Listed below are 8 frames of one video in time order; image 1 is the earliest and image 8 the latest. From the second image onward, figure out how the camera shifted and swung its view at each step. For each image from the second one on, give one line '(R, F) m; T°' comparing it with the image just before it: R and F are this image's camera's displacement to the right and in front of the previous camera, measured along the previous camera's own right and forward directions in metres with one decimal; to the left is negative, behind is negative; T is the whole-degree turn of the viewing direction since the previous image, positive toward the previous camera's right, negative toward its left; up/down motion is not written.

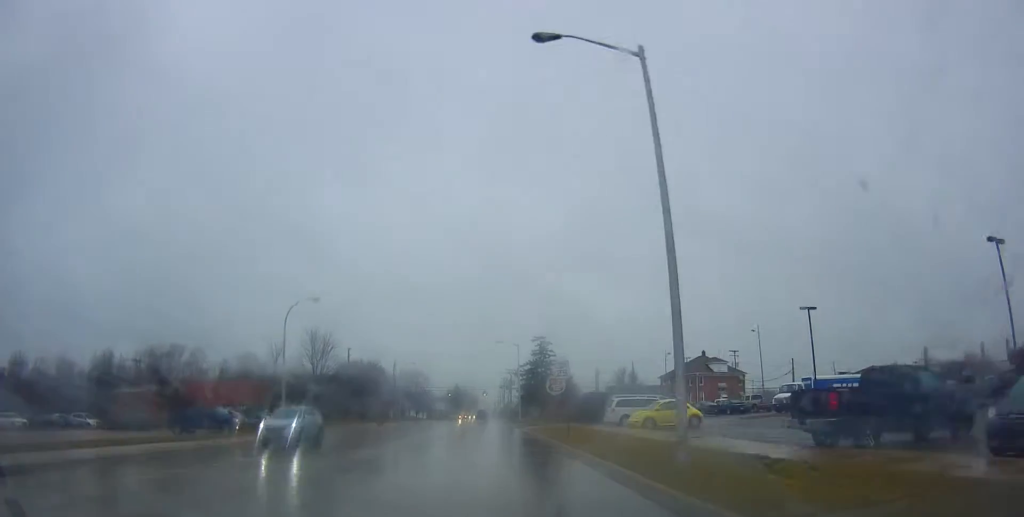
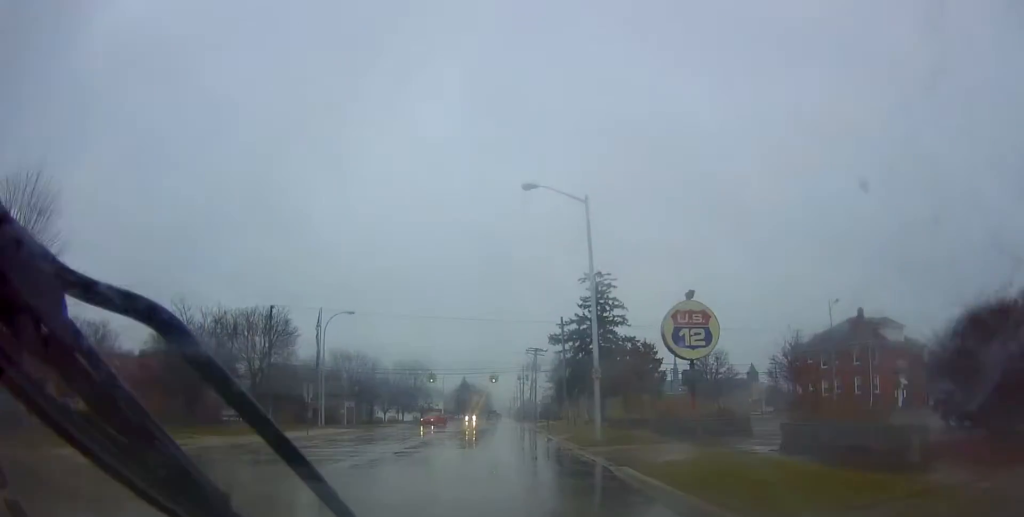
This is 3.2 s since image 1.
(+0.8, +47.0) m; 0°
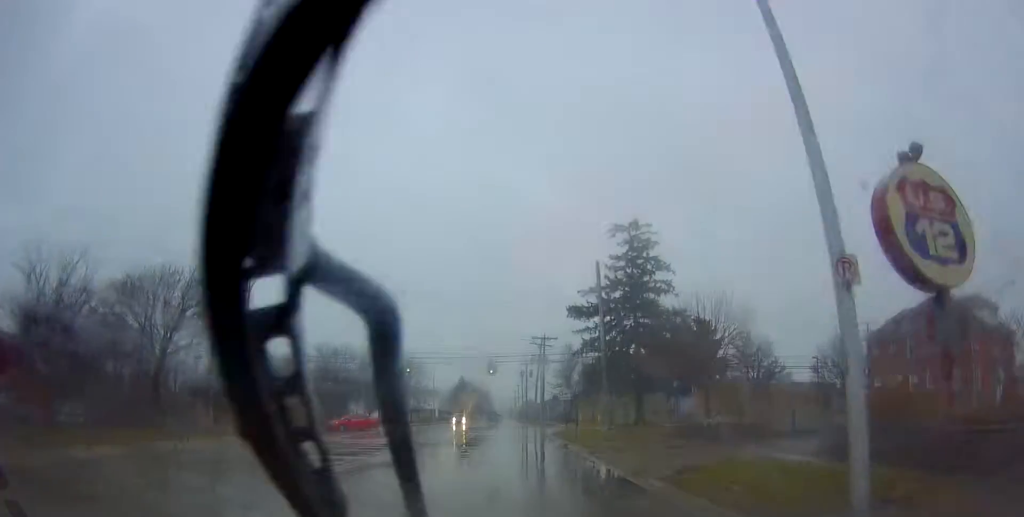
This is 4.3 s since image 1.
(-0.2, +15.1) m; +1°
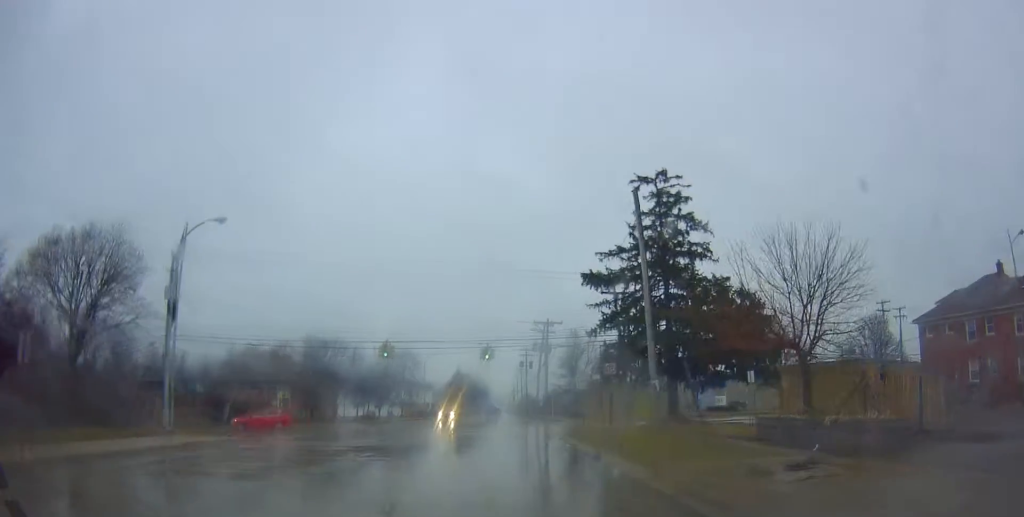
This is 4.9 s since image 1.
(+0.4, +7.9) m; -1°
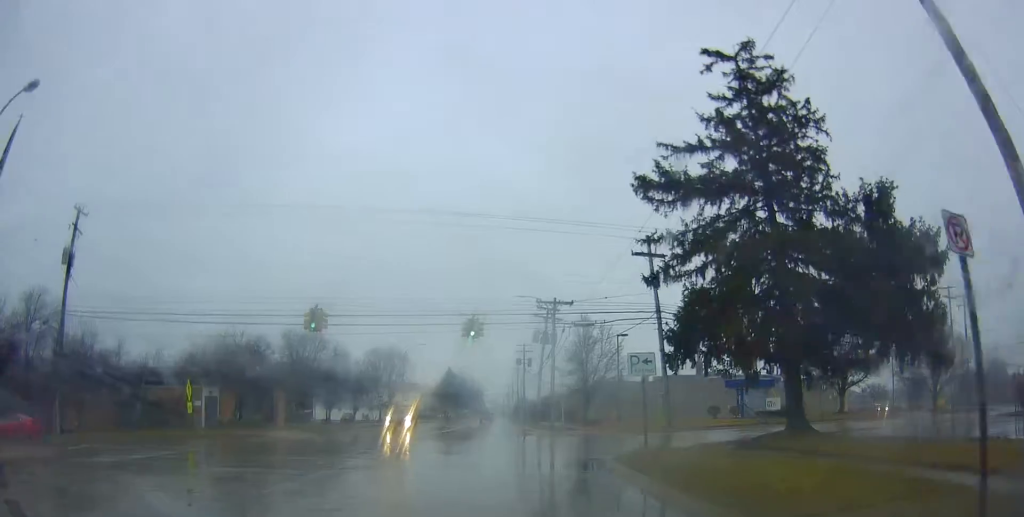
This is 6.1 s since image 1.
(-0.9, +13.9) m; +1°
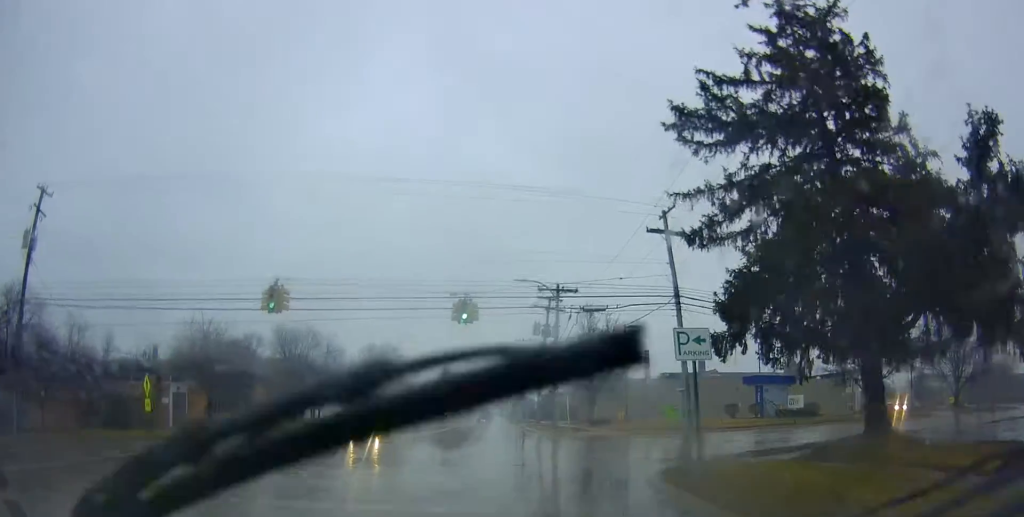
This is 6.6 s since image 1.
(+0.6, +4.1) m; +1°
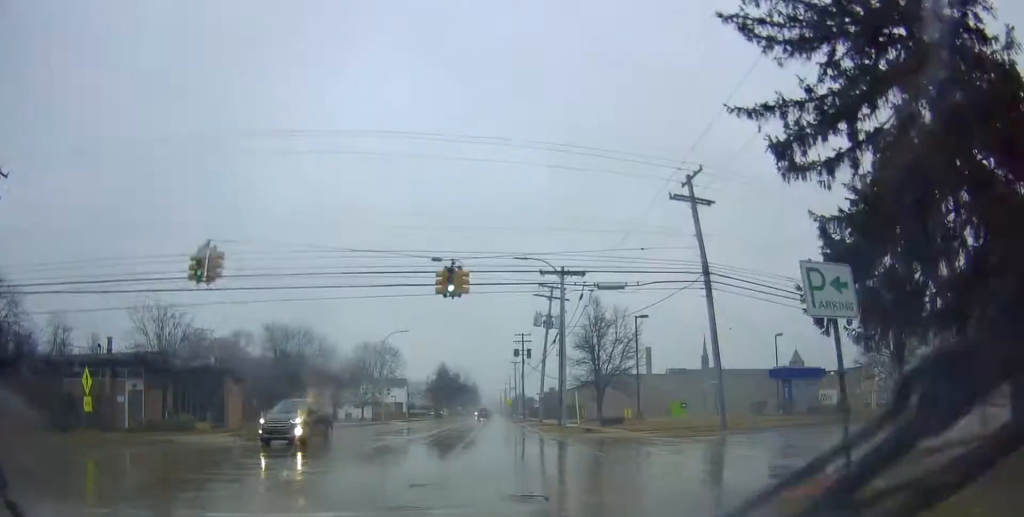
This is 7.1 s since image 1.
(+0.6, +5.4) m; +2°
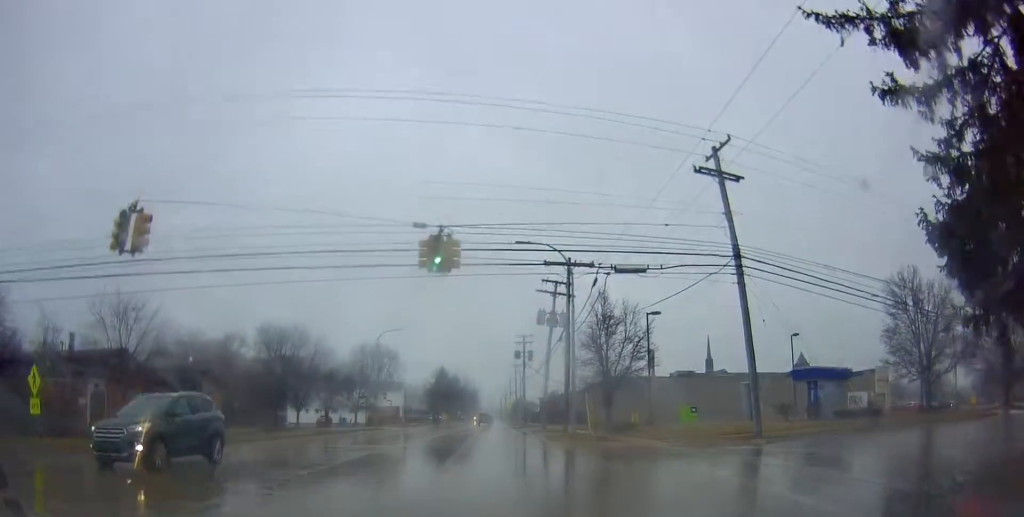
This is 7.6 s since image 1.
(-0.4, +3.8) m; -2°
